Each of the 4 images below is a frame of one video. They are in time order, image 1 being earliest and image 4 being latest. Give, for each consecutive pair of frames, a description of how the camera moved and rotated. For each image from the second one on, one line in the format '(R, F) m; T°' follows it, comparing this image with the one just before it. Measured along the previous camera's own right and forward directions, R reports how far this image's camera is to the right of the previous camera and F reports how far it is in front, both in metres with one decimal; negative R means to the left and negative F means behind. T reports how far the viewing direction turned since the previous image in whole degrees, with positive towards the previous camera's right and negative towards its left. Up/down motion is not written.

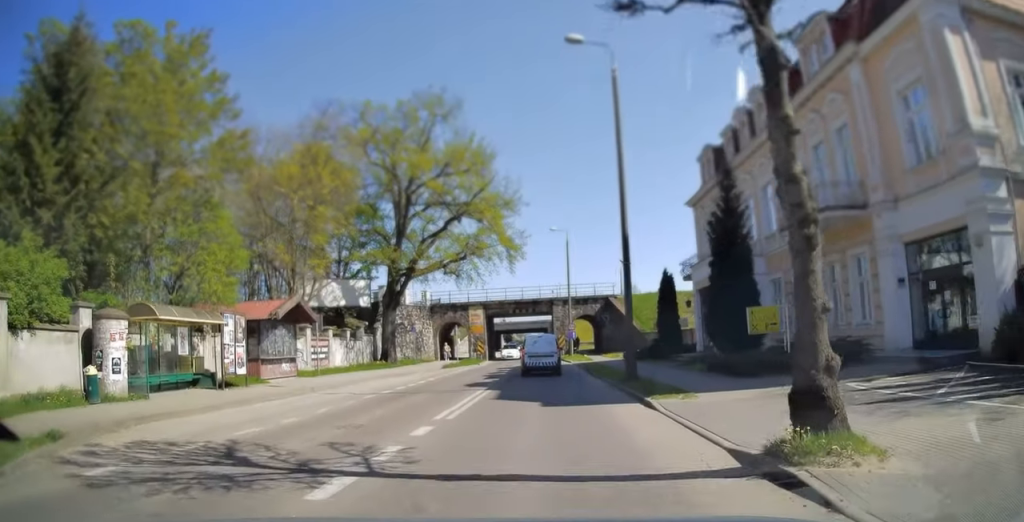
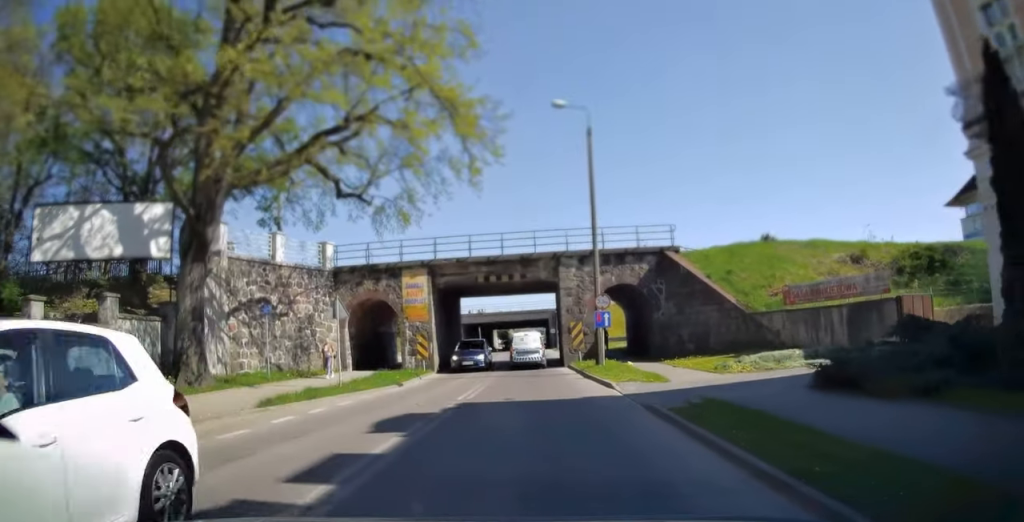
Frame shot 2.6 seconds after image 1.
(-0.8, +31.3) m; -1°
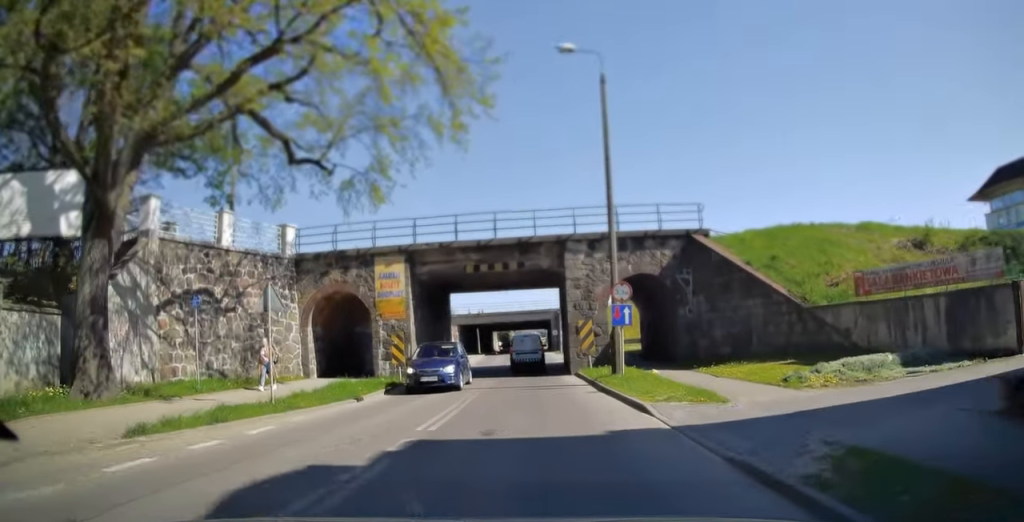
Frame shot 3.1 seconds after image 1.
(+0.1, +5.7) m; +1°
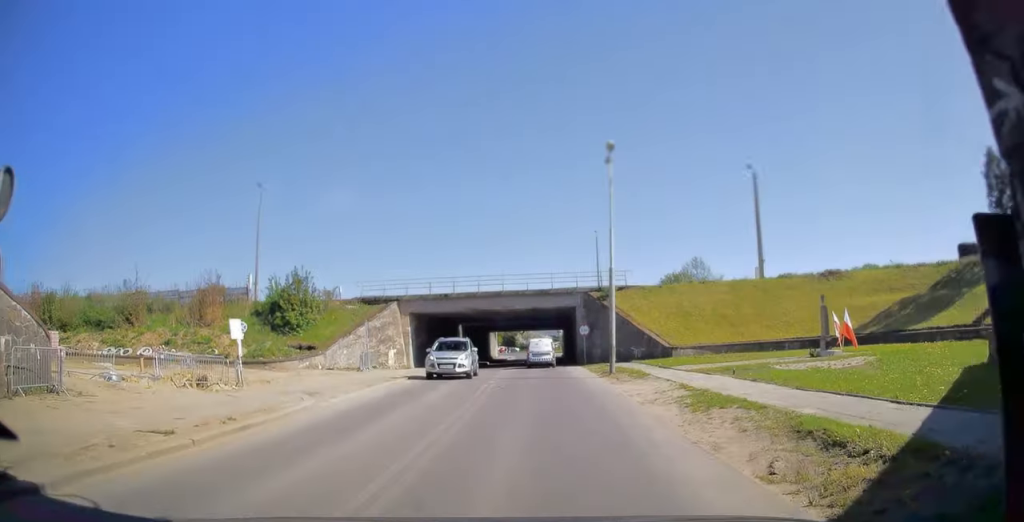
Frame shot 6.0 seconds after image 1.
(+0.4, +34.2) m; 0°
